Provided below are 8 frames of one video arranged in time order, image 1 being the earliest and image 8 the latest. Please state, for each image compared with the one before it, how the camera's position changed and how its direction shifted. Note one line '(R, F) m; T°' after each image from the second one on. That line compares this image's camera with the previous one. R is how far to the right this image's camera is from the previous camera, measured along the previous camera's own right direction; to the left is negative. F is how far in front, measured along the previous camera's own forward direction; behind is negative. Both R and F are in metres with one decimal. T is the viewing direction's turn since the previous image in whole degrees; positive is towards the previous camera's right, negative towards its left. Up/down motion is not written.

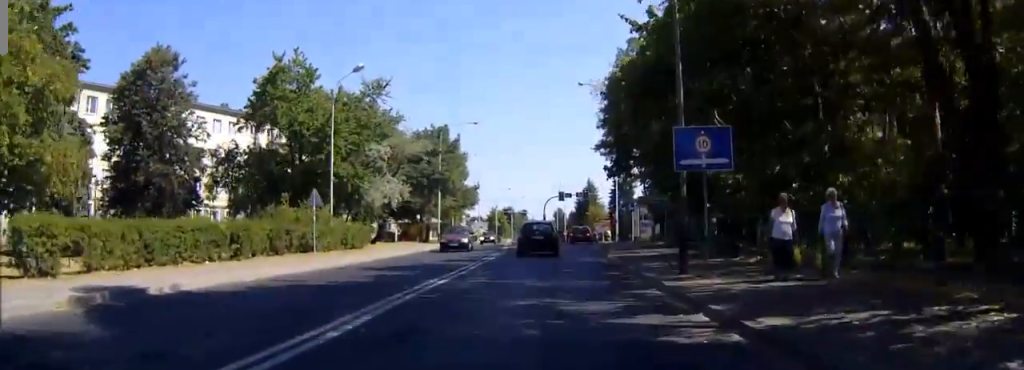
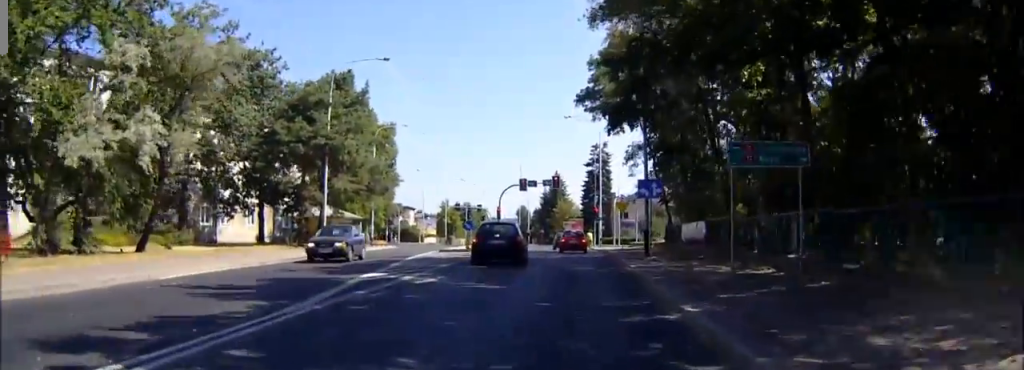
(+0.3, +28.1) m; +2°
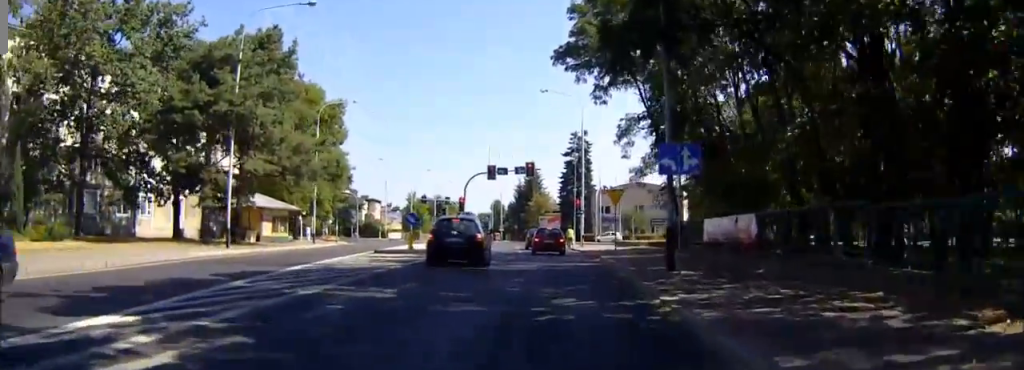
(+0.2, +11.2) m; +4°
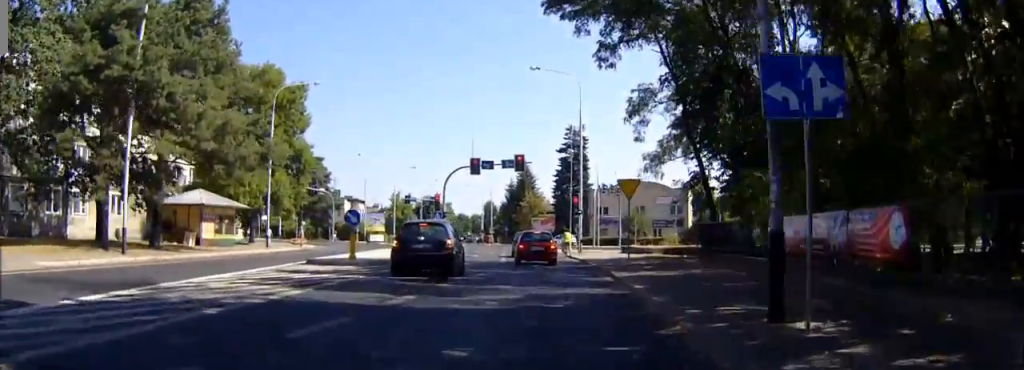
(+0.3, +9.0) m; +4°
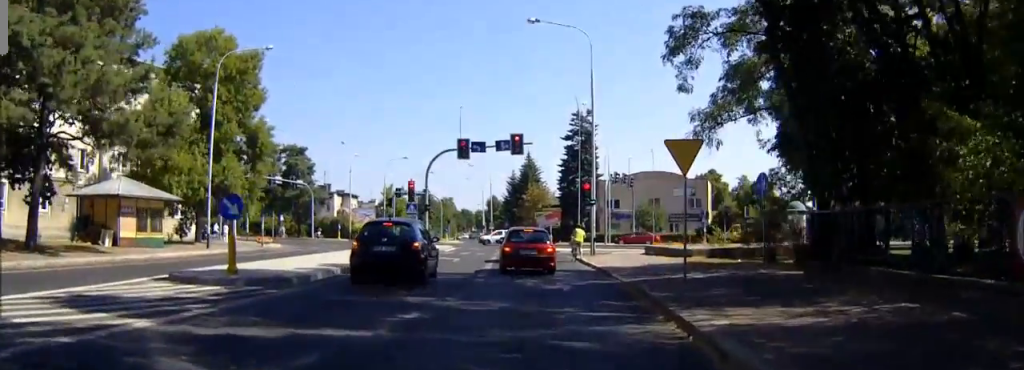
(+0.4, +10.0) m; 0°
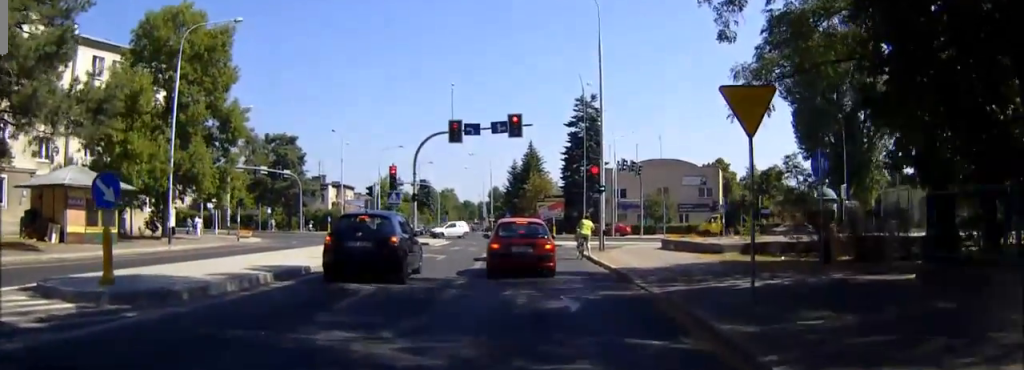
(-0.1, +4.7) m; -3°
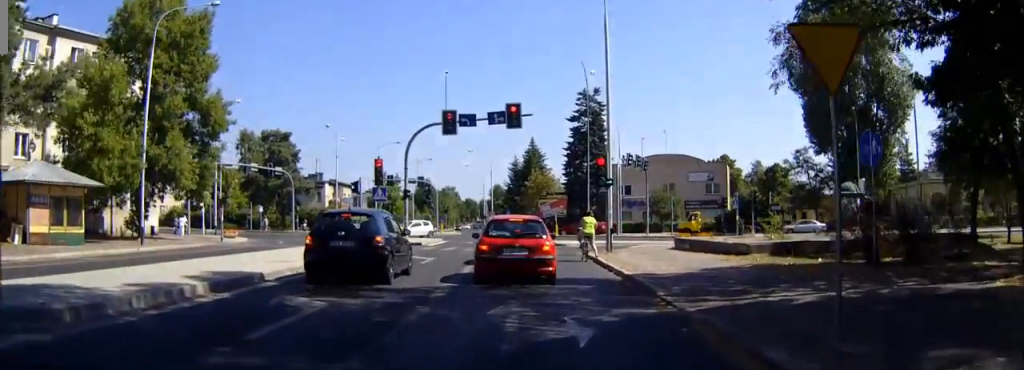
(-0.1, +3.0) m; -3°
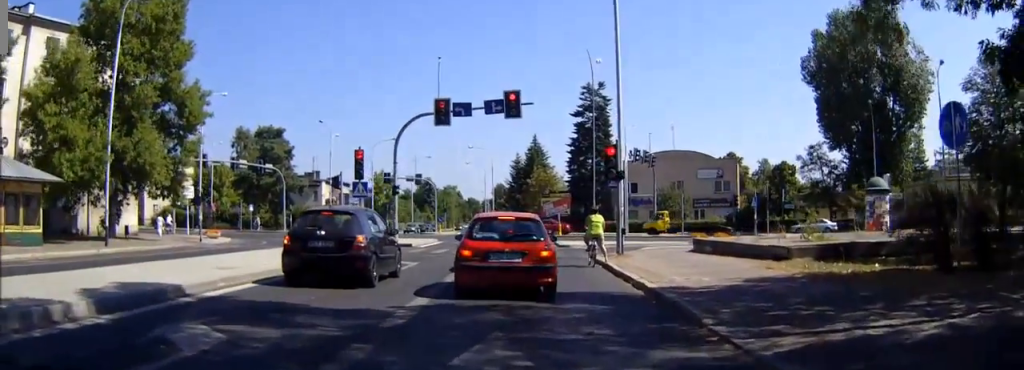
(-0.1, +3.6) m; -3°
